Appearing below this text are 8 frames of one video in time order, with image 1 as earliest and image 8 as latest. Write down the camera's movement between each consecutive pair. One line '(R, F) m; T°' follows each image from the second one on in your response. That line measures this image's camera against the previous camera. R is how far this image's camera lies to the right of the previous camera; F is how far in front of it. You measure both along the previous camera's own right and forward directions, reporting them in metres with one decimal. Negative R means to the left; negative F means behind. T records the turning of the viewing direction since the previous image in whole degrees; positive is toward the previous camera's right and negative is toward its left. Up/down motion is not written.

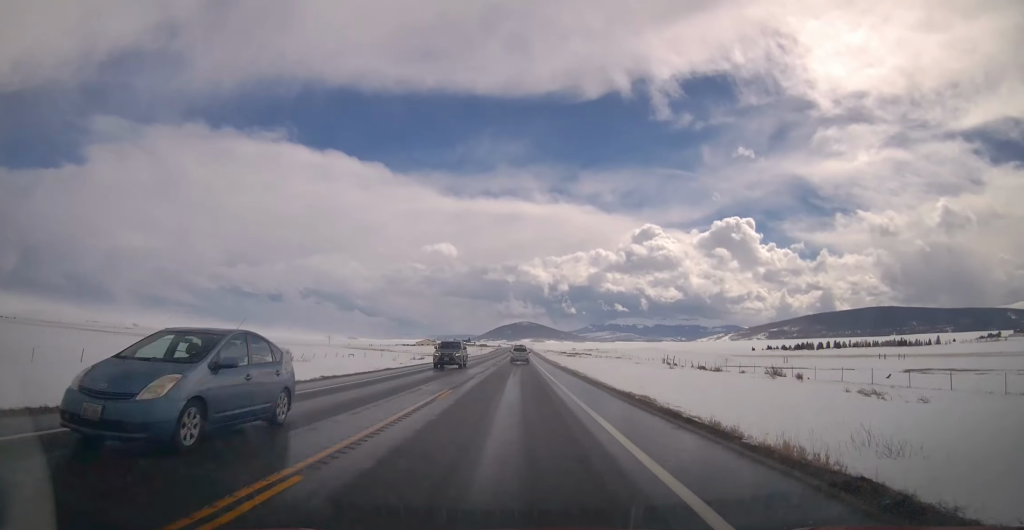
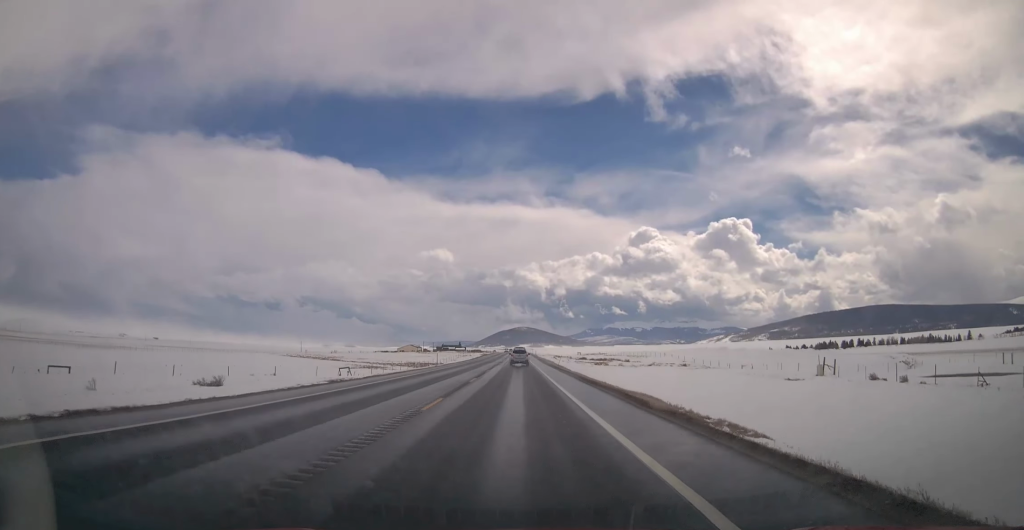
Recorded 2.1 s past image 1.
(-0.4, +63.2) m; 0°
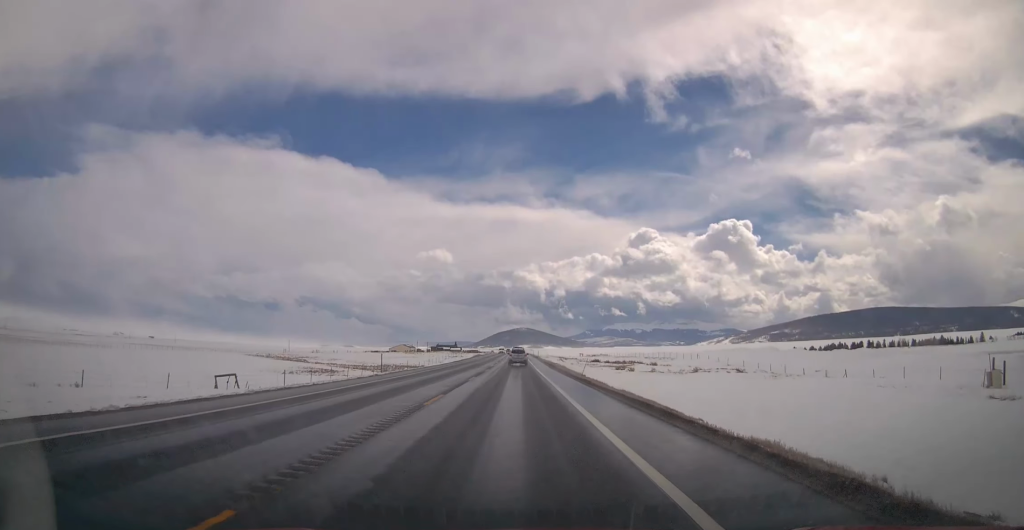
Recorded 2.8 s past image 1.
(+0.1, +23.3) m; 0°
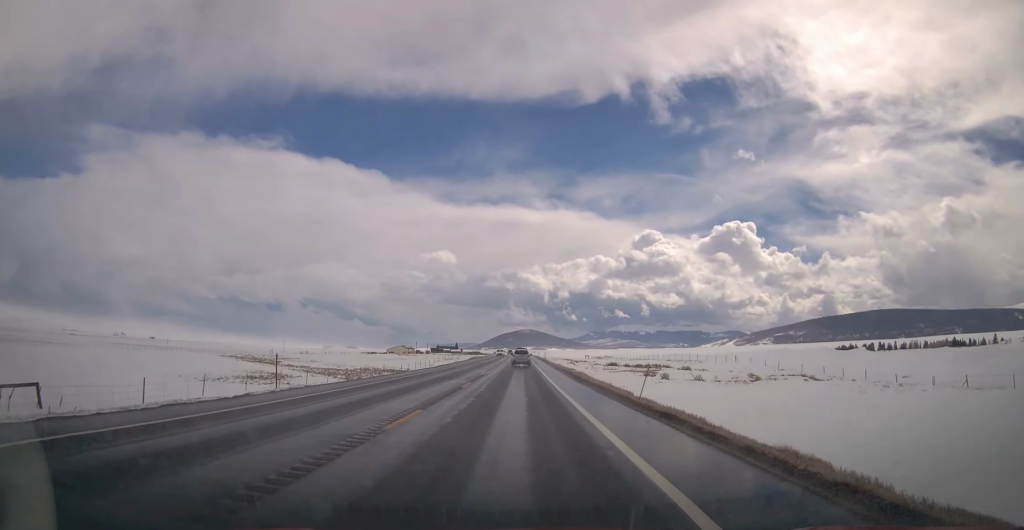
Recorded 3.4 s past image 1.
(0.0, +16.1) m; 0°
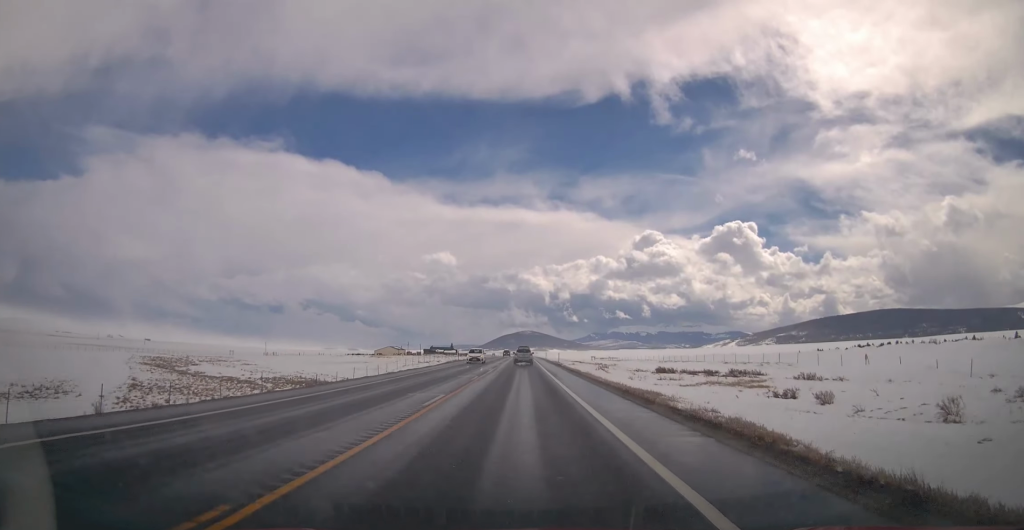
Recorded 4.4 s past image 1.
(-0.1, +32.8) m; -1°
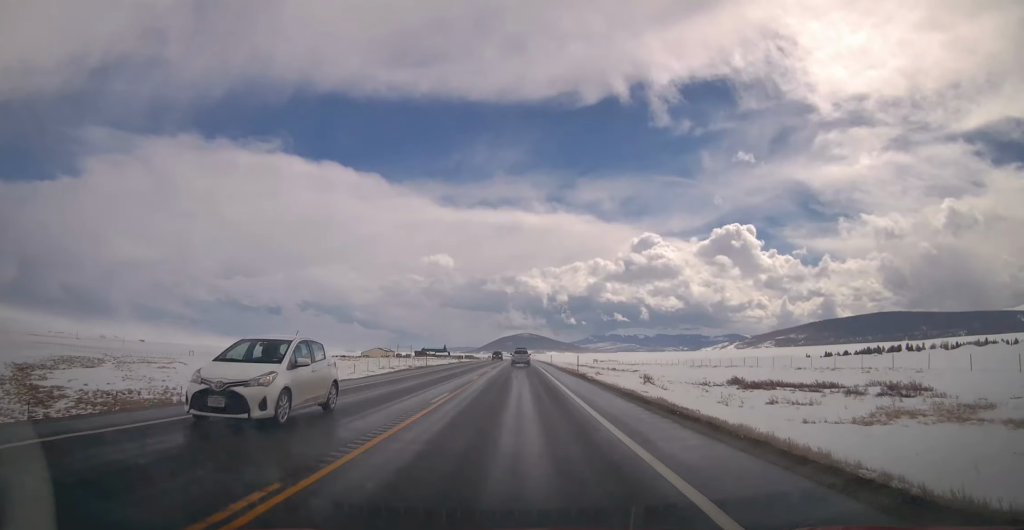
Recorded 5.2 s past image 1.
(-0.7, +24.0) m; 0°
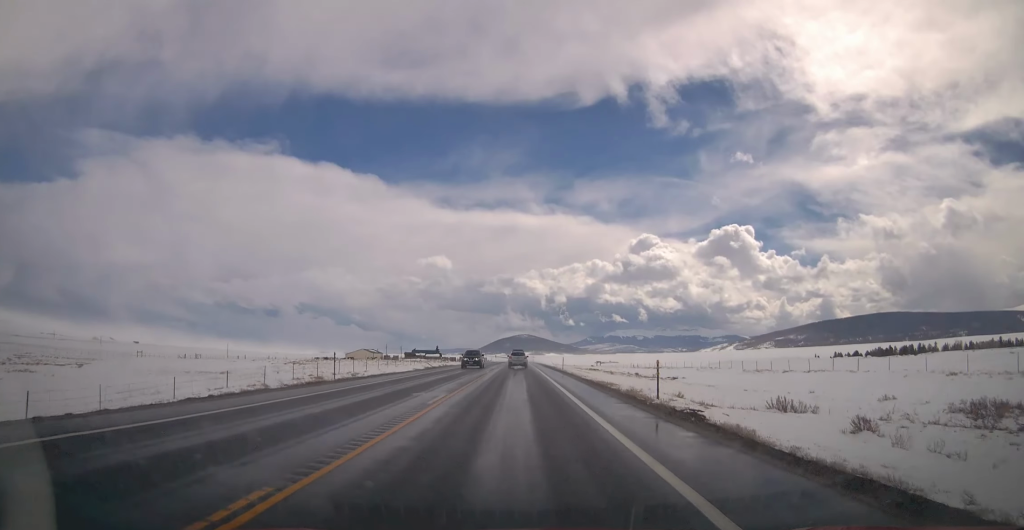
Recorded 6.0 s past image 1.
(+0.4, +24.6) m; +1°
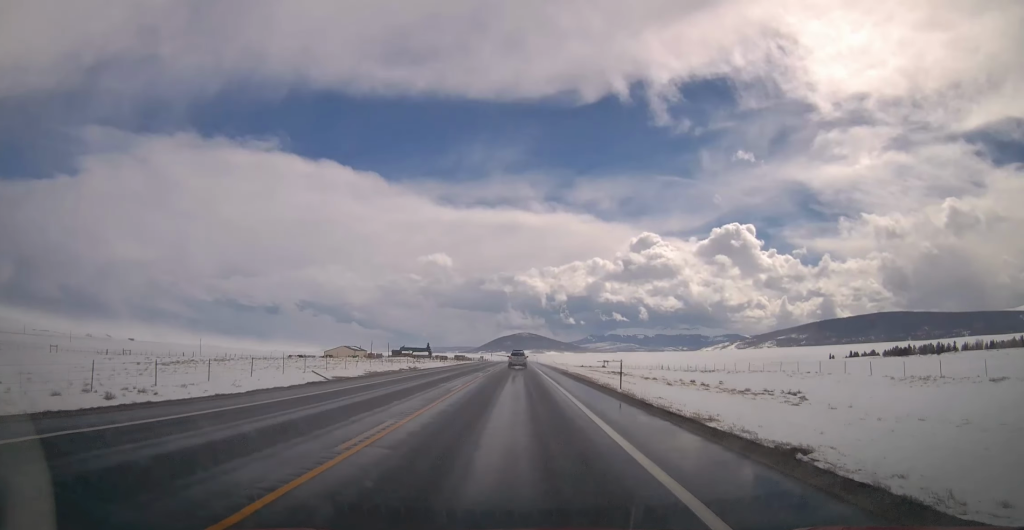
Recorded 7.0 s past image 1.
(+0.2, +31.4) m; -1°
